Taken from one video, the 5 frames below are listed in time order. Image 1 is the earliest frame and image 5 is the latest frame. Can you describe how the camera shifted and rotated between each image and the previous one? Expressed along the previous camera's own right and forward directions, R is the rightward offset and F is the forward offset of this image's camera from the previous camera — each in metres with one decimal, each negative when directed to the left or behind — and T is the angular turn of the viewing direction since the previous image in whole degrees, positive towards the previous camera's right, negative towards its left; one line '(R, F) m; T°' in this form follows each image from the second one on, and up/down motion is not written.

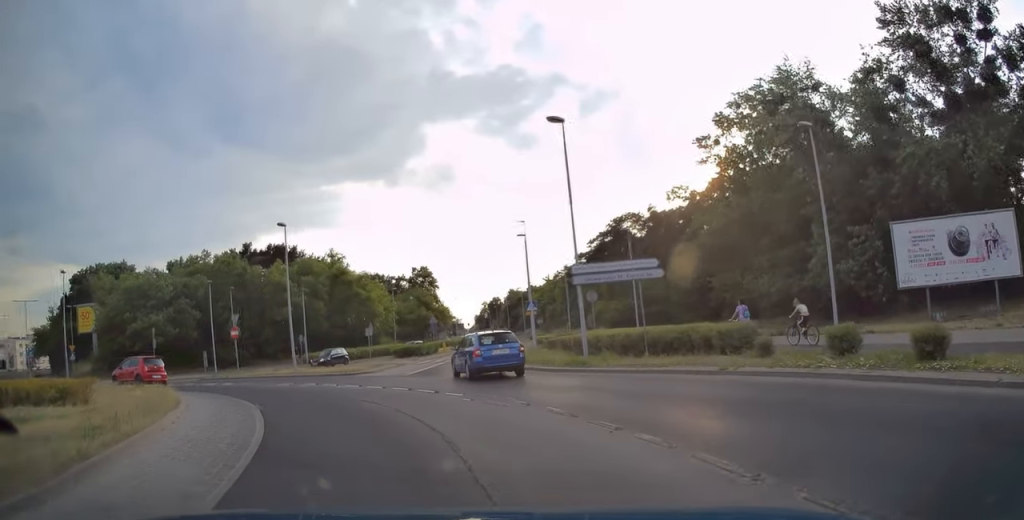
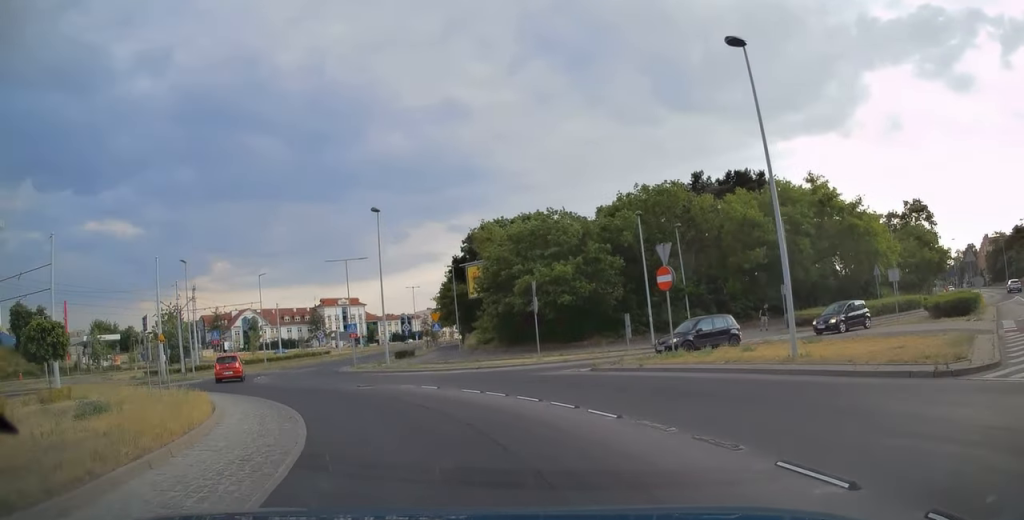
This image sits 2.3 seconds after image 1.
(-5.7, +15.9) m; -40°
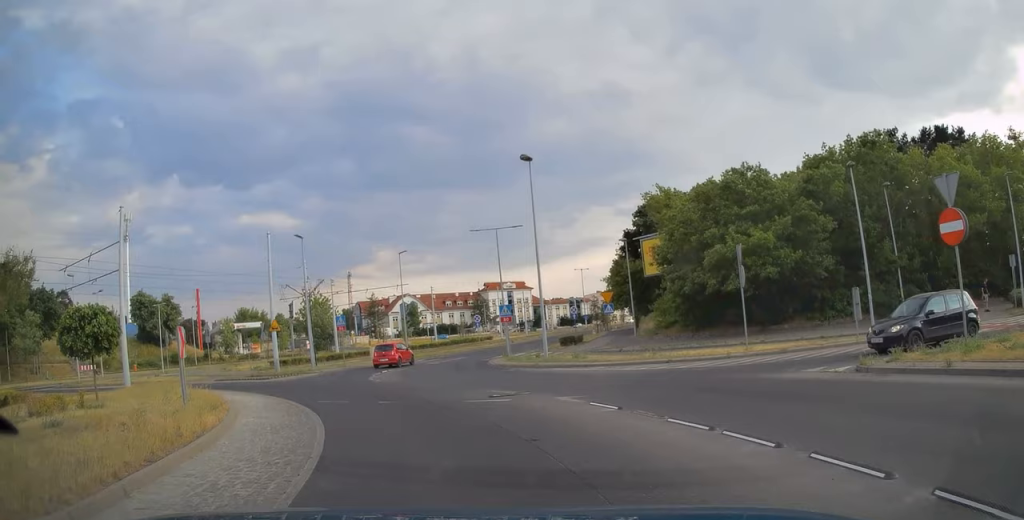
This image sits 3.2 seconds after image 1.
(-1.1, +6.9) m; -16°
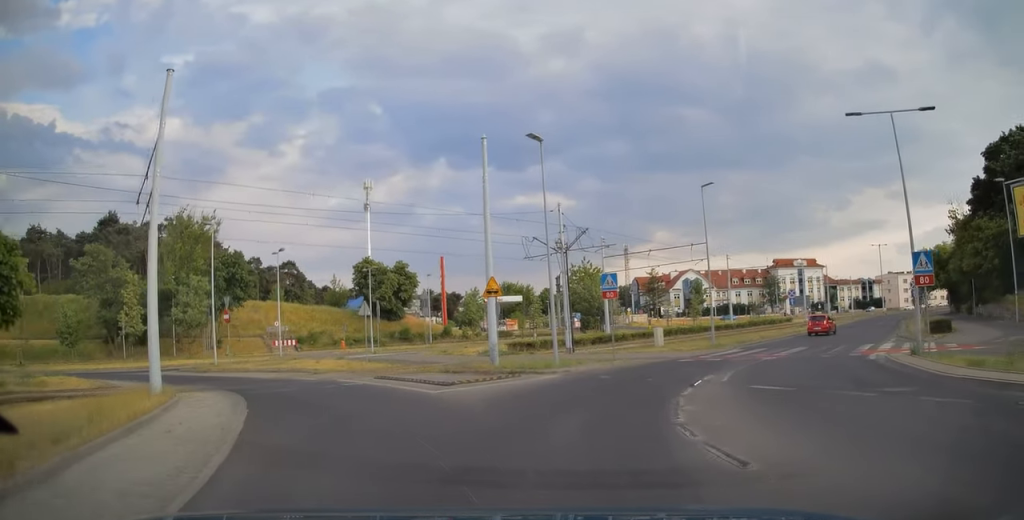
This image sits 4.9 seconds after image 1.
(-4.0, +15.9) m; -19°
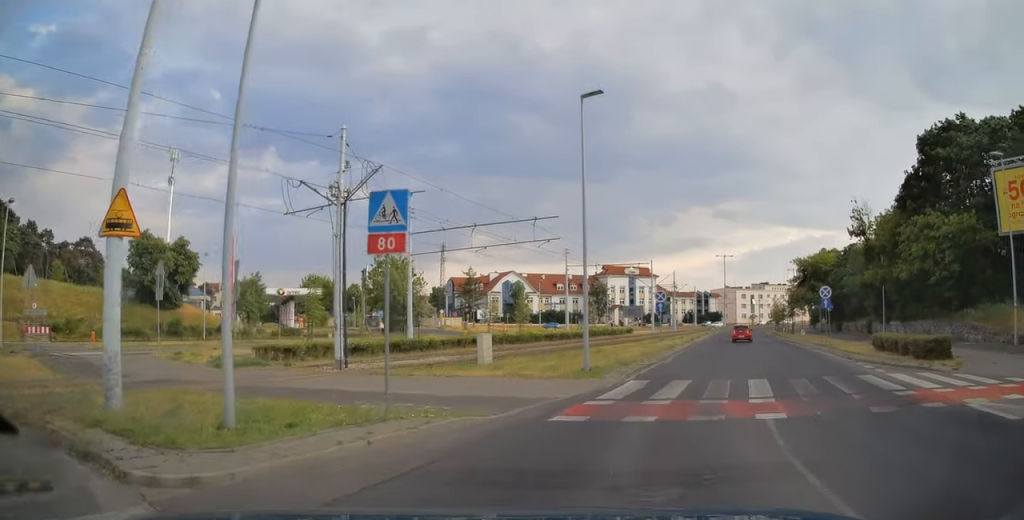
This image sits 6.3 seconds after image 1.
(+0.6, +14.9) m; +11°
